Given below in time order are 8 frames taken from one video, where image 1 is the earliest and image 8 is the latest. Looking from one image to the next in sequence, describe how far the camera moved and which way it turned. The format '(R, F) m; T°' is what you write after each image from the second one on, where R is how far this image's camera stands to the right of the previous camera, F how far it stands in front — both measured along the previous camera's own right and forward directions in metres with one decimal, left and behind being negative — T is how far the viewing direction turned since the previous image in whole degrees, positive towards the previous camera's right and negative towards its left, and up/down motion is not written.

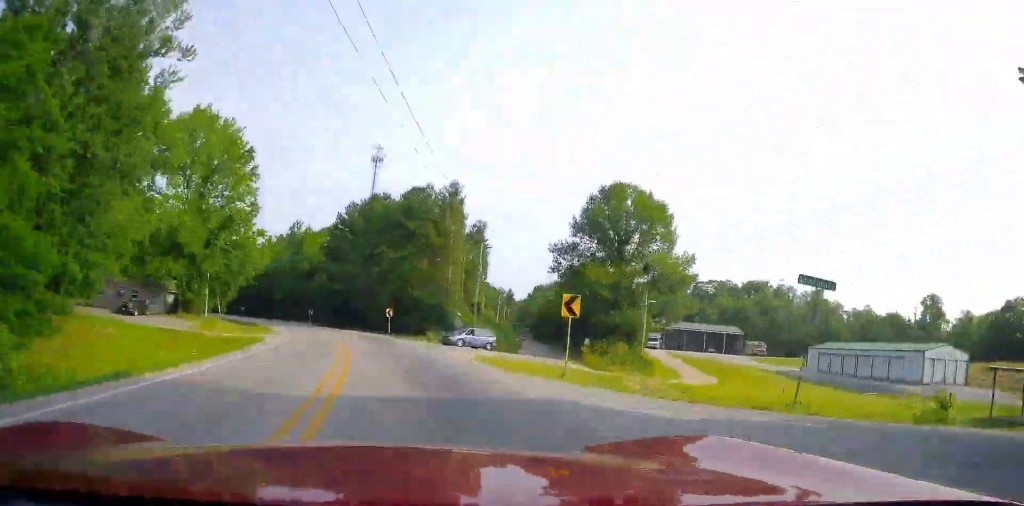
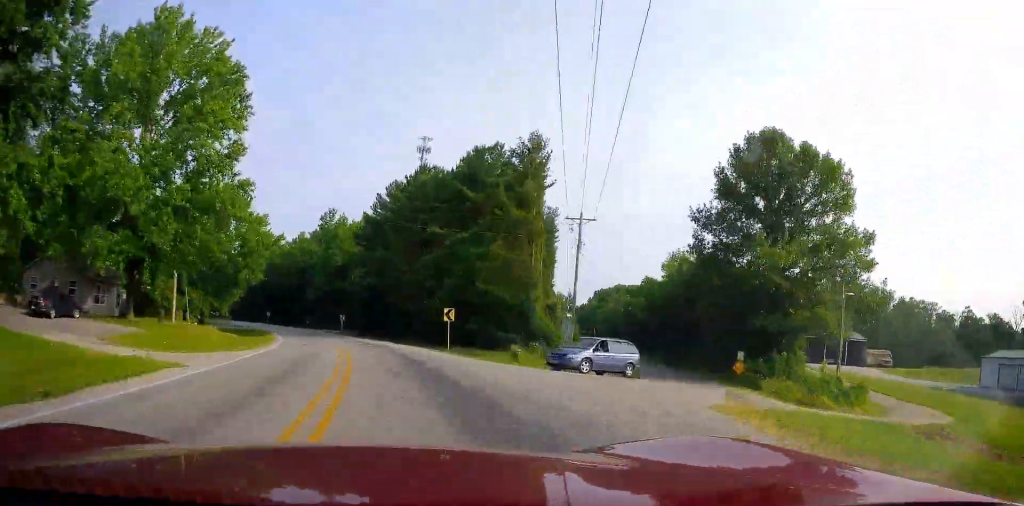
(-0.8, +21.0) m; -4°
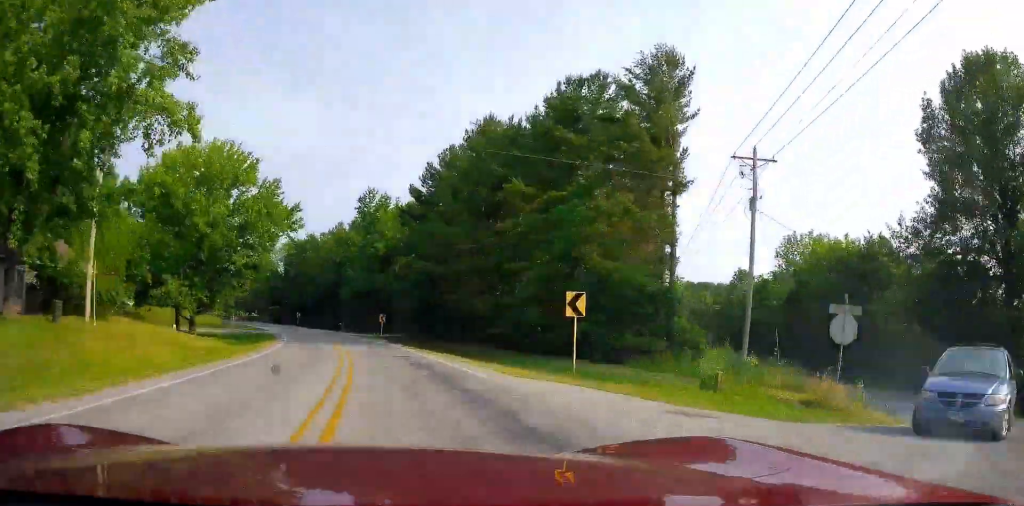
(-0.3, +18.0) m; -3°
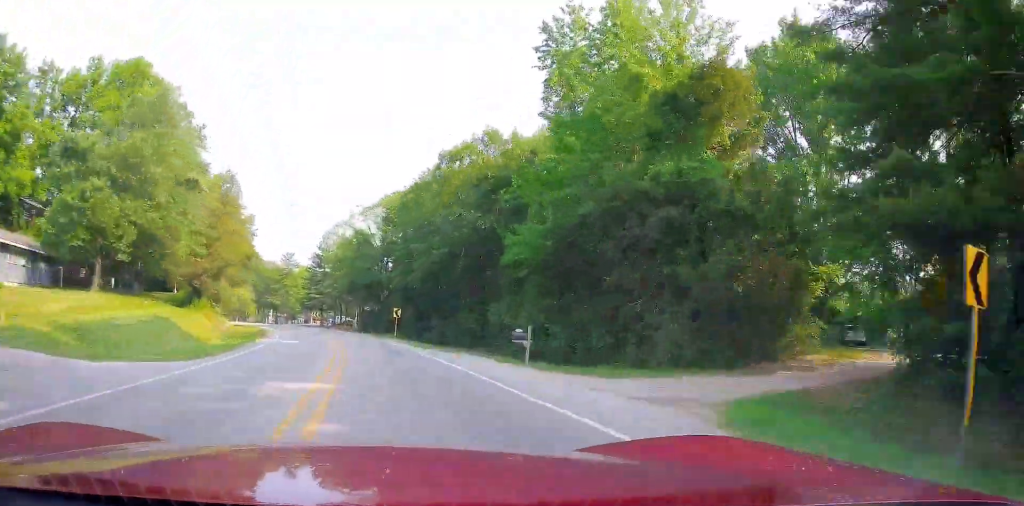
(-4.9, +56.9) m; -12°
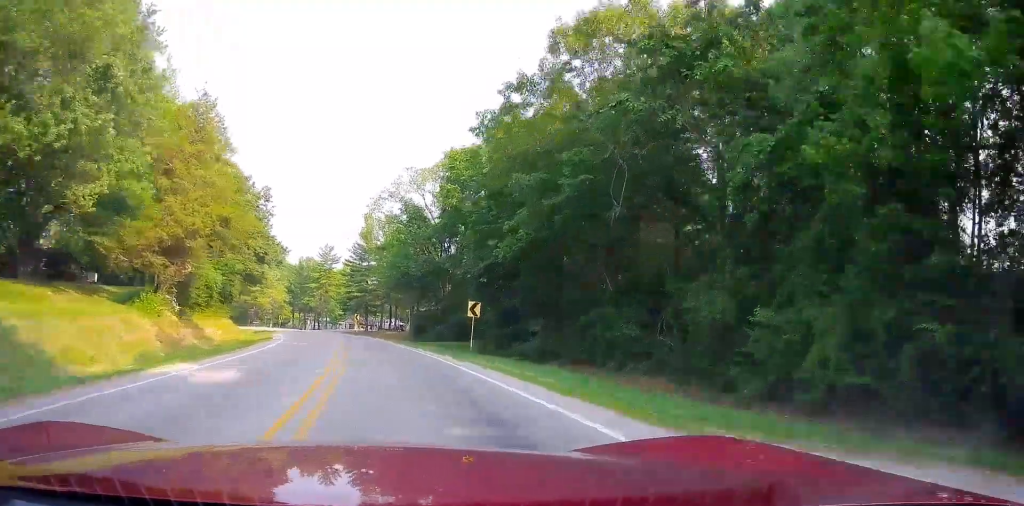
(-1.7, +20.0) m; -4°
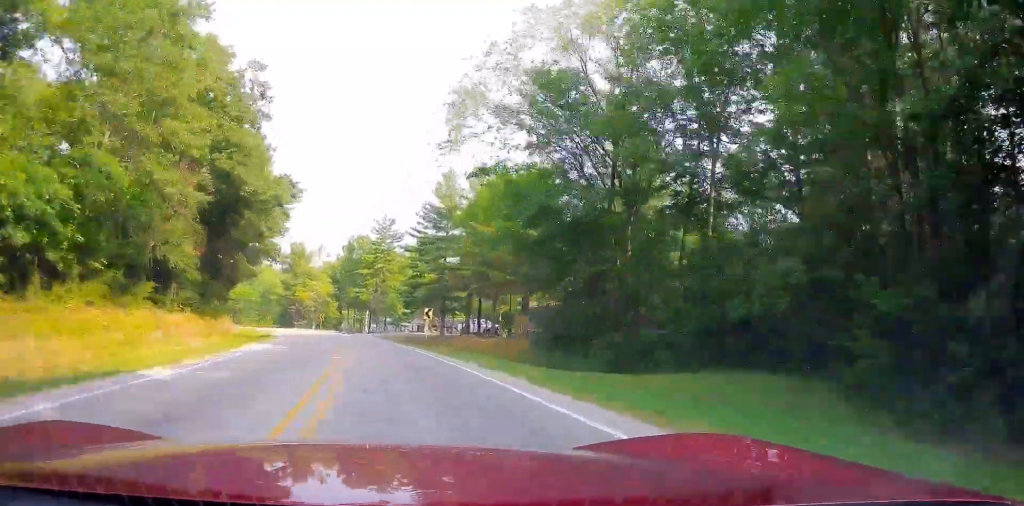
(-1.2, +31.1) m; -7°
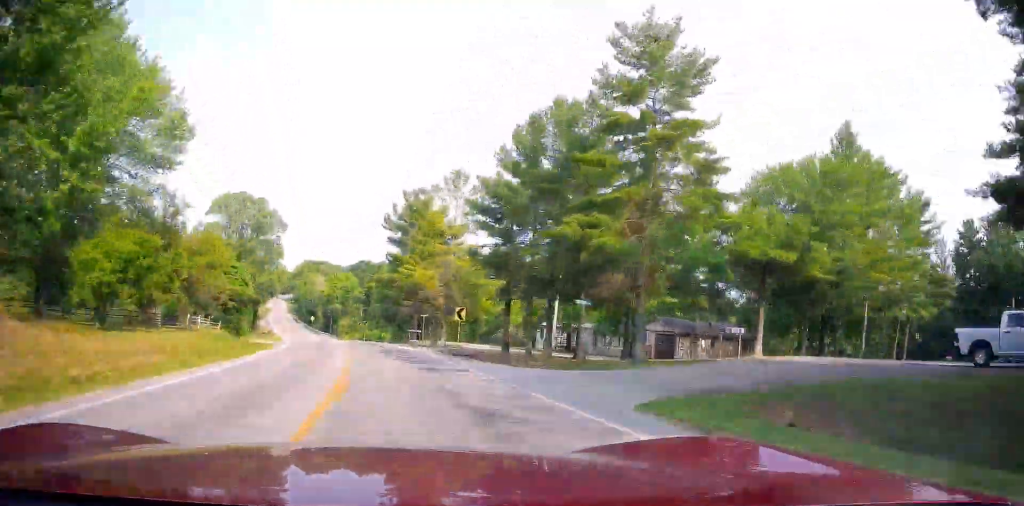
(-6.4, +54.5) m; -14°
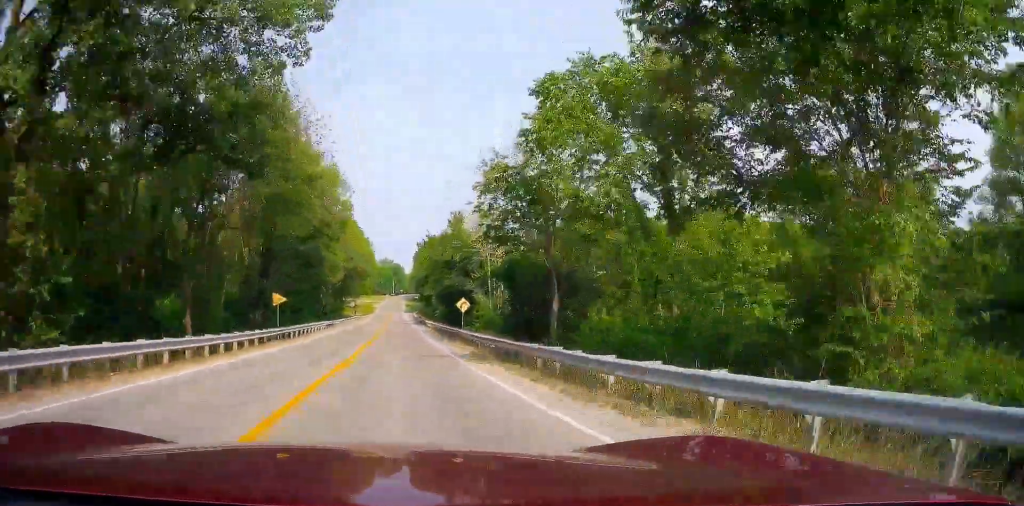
(-20.0, +100.5) m; -18°
